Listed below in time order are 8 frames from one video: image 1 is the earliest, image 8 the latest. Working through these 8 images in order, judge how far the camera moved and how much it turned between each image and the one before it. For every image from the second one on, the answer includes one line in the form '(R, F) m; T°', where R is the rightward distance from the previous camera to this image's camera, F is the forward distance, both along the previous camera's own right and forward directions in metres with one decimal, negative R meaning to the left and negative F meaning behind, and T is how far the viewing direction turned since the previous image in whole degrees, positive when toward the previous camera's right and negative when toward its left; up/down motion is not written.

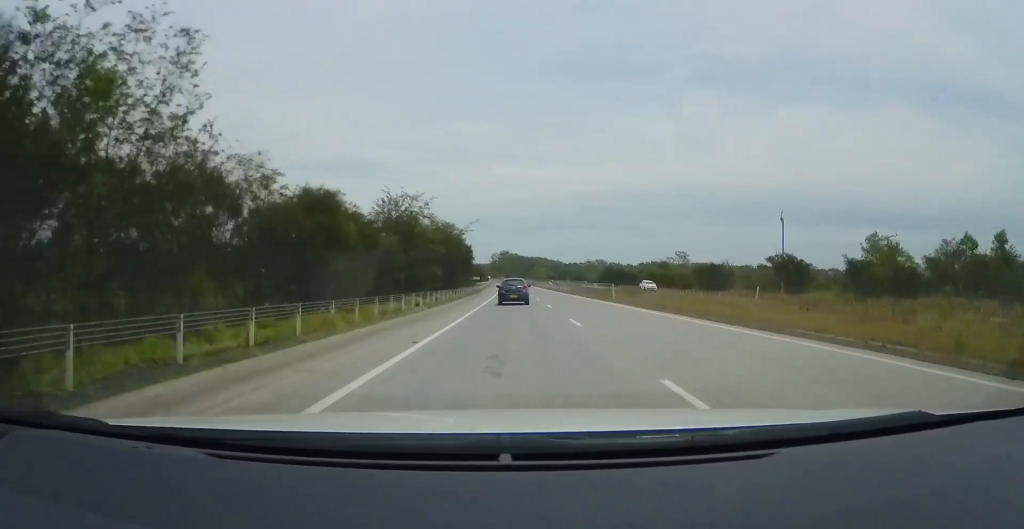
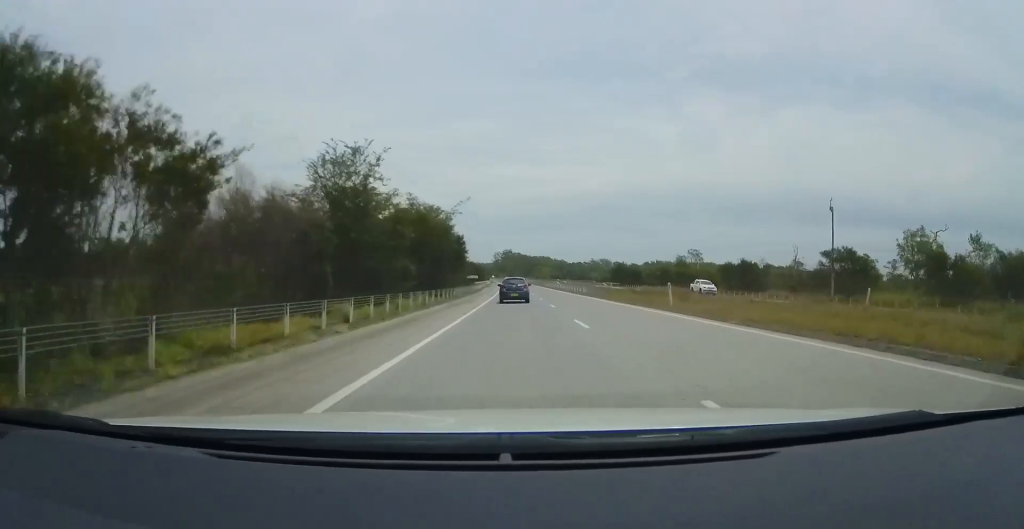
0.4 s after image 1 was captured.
(+0.1, +13.3) m; 0°
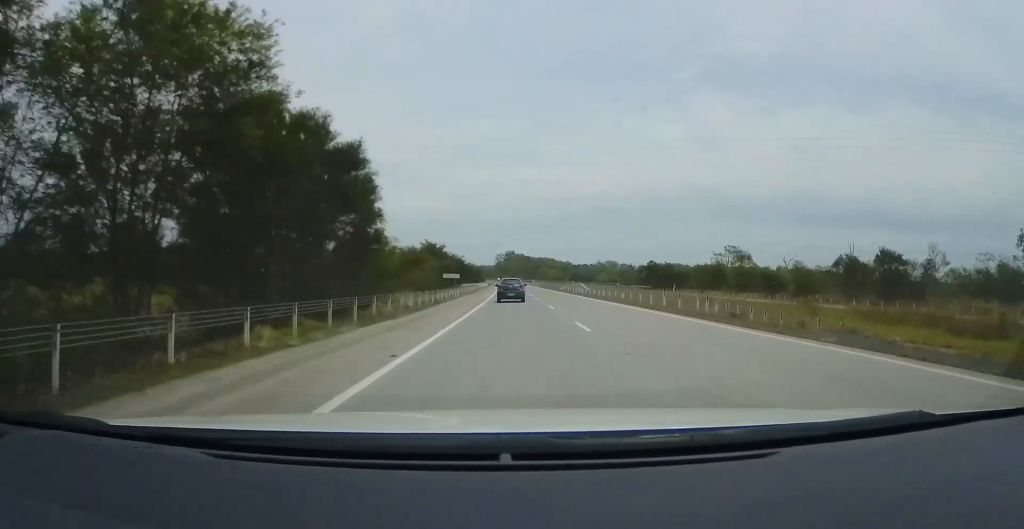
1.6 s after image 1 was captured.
(0.0, +36.3) m; 0°
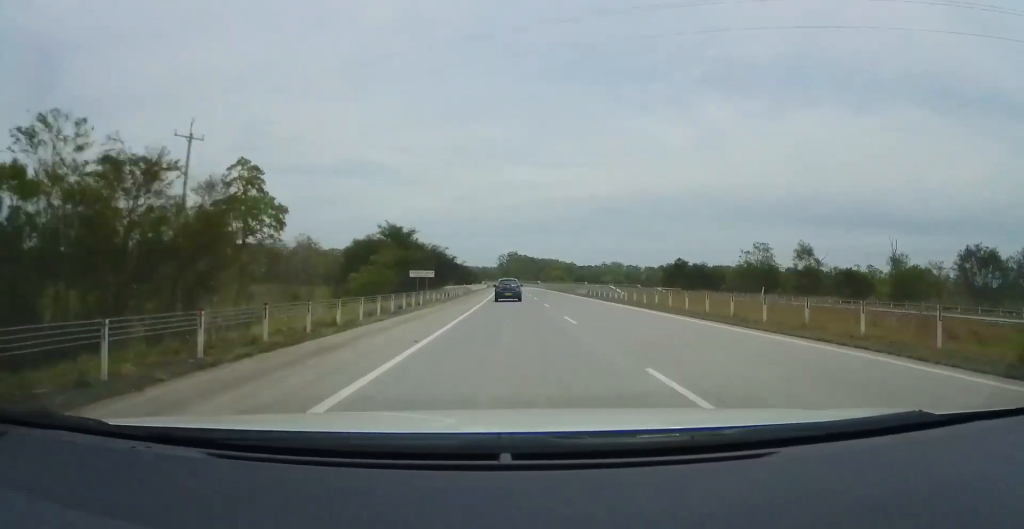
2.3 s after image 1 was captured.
(-0.1, +20.5) m; 0°
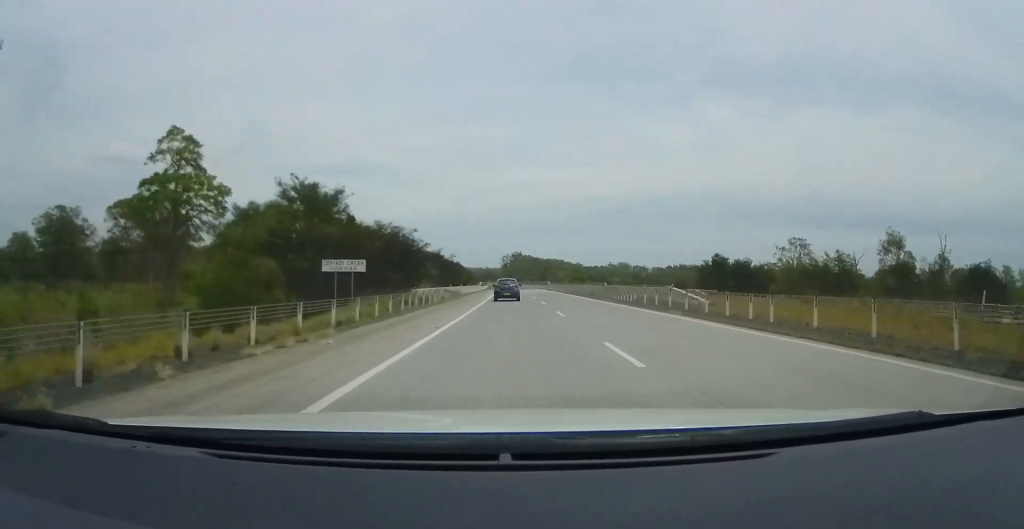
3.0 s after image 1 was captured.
(+0.1, +20.5) m; -1°
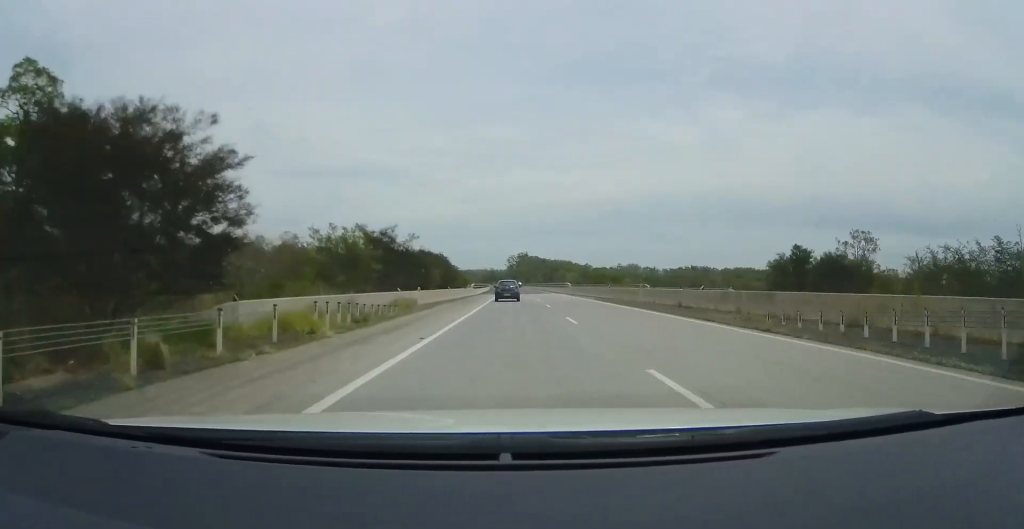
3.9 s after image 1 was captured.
(-0.4, +27.8) m; -1°
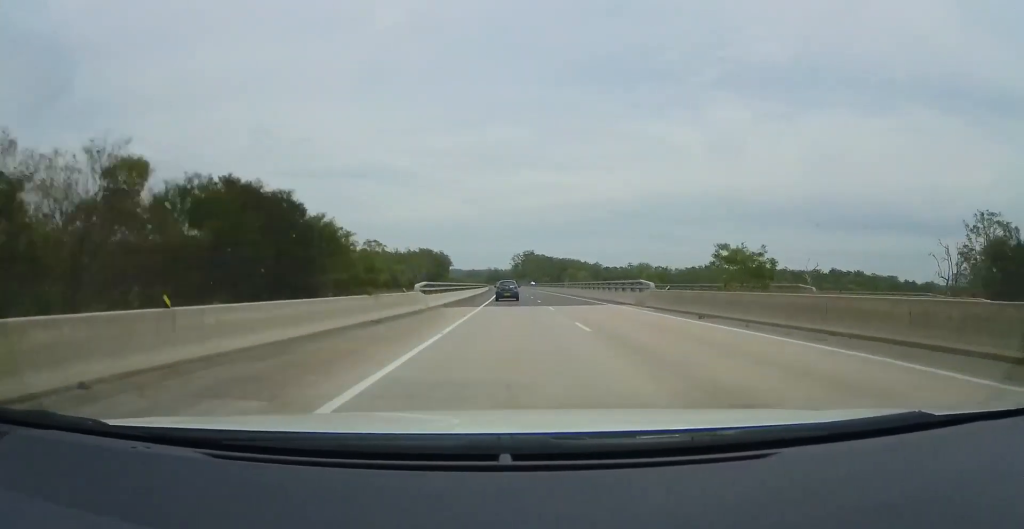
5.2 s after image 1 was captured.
(-0.1, +37.6) m; 0°
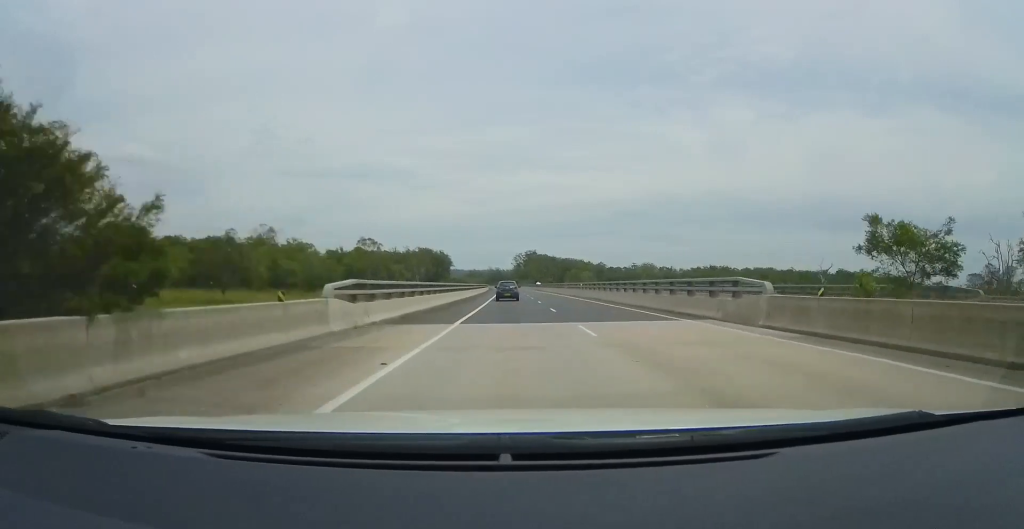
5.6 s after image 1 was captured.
(0.0, +13.3) m; 0°
